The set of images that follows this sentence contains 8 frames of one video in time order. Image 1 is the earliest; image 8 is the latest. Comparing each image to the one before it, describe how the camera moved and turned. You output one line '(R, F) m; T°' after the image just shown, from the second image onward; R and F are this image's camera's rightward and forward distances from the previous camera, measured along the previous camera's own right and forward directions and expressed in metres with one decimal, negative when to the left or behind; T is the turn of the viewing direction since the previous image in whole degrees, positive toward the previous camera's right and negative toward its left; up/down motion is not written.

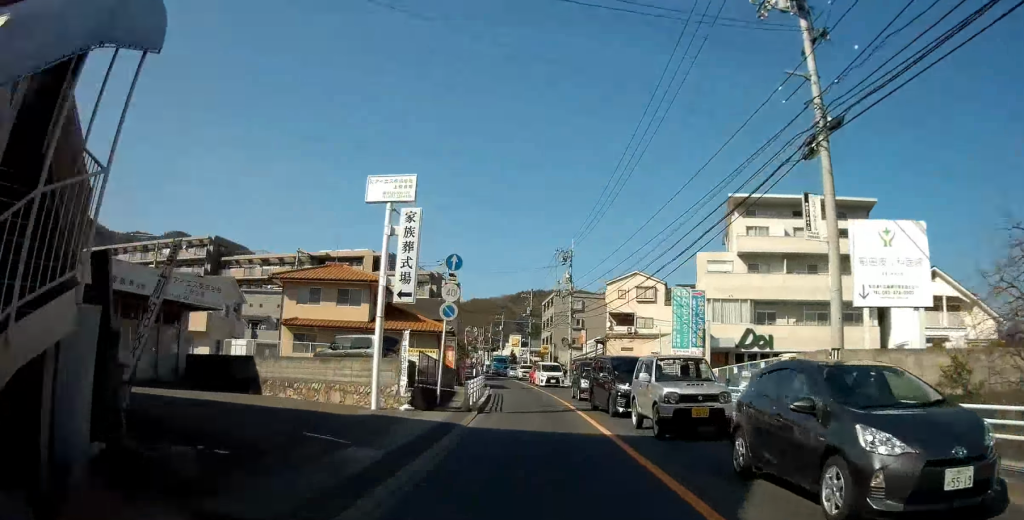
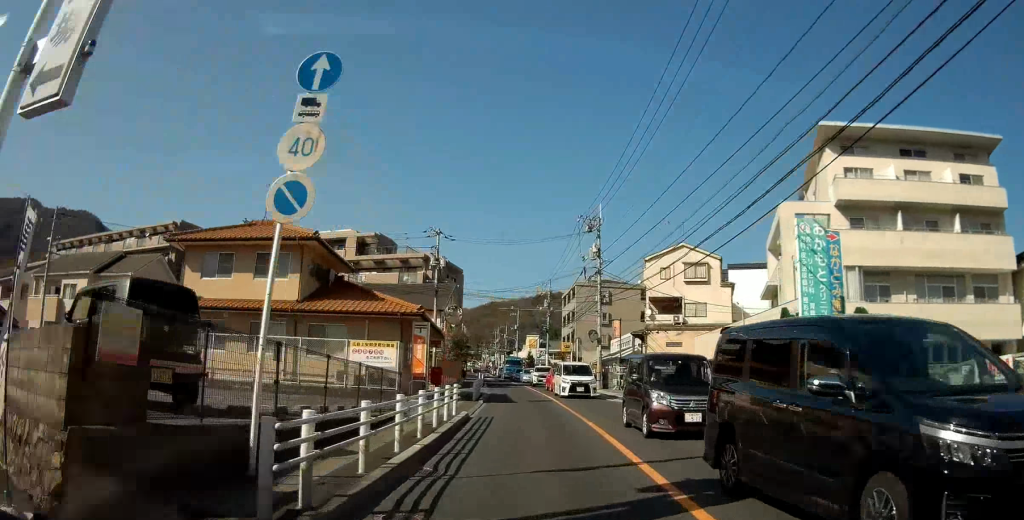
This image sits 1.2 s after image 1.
(0.0, +14.9) m; 0°
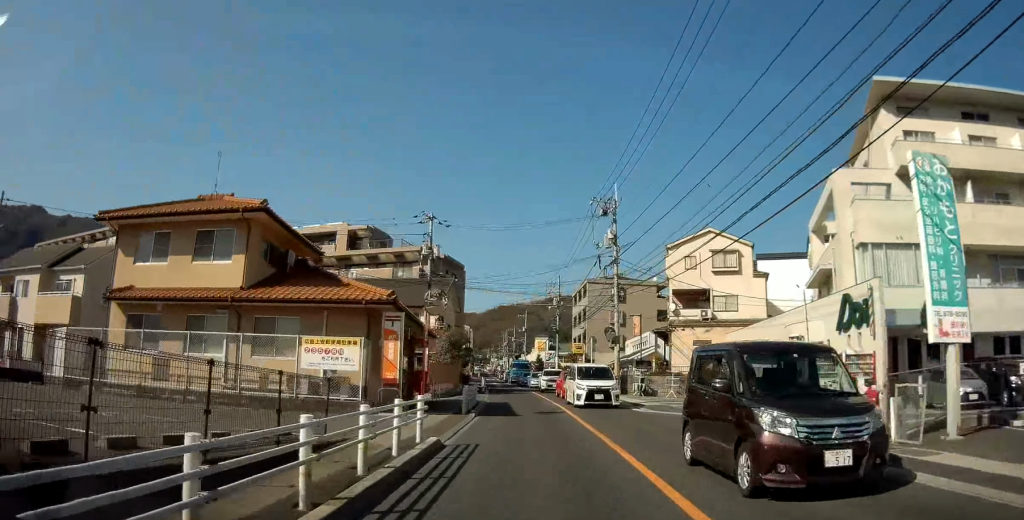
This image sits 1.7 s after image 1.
(0.0, +6.2) m; 0°
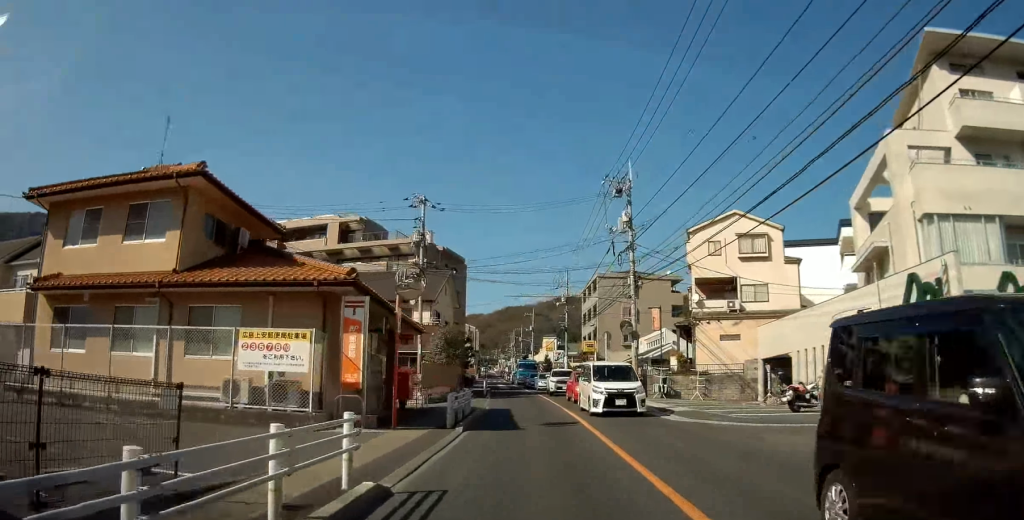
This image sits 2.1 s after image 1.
(0.0, +4.9) m; -1°
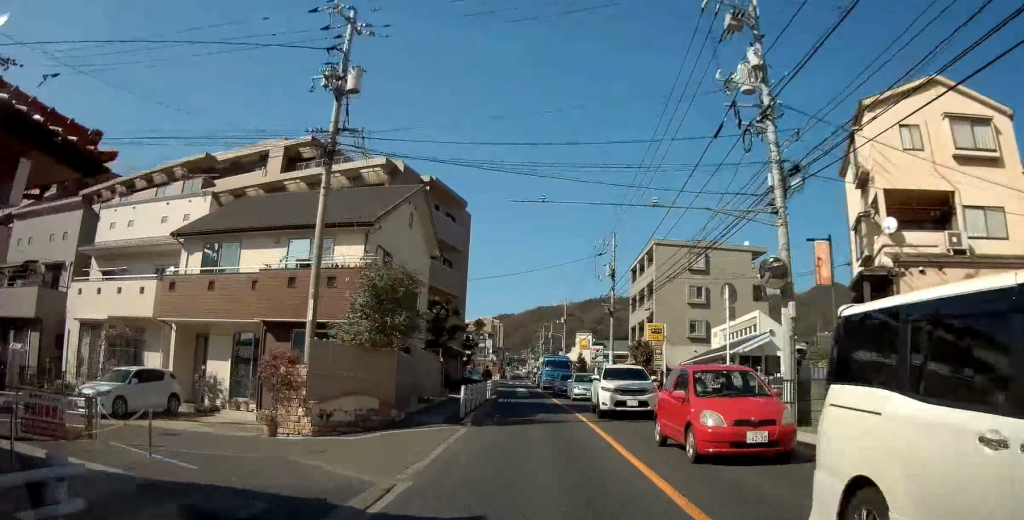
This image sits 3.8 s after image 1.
(-1.1, +20.9) m; -5°
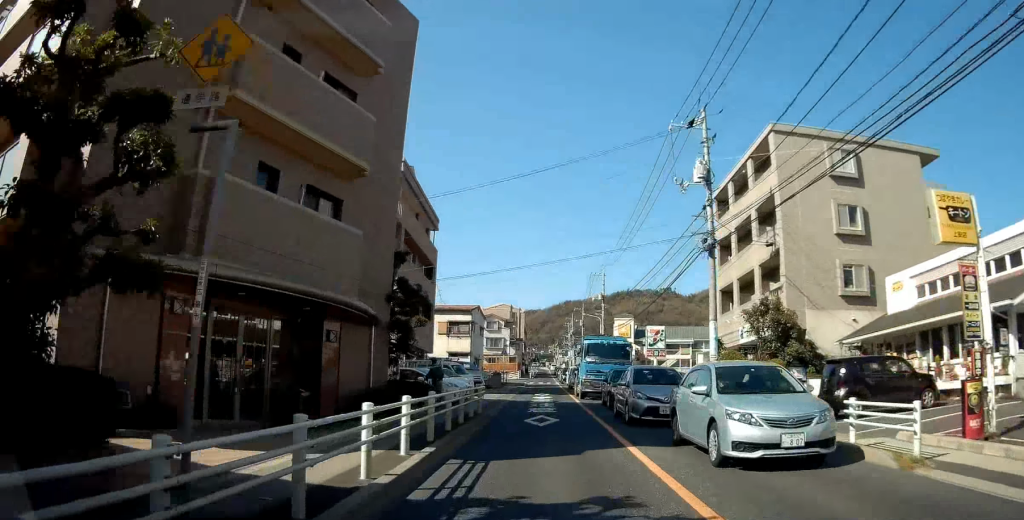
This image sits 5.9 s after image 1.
(+1.6, +25.8) m; +6°
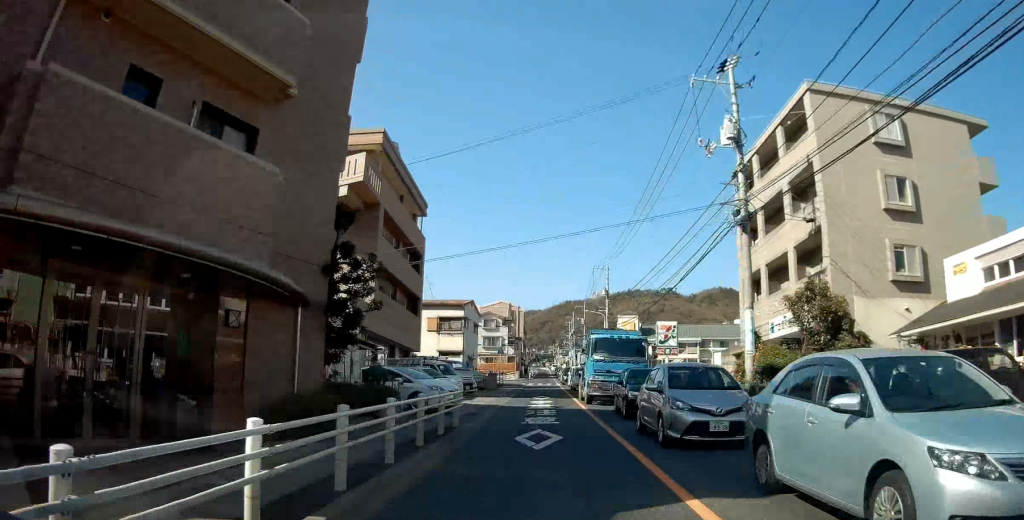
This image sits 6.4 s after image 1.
(+0.1, +4.9) m; -2°
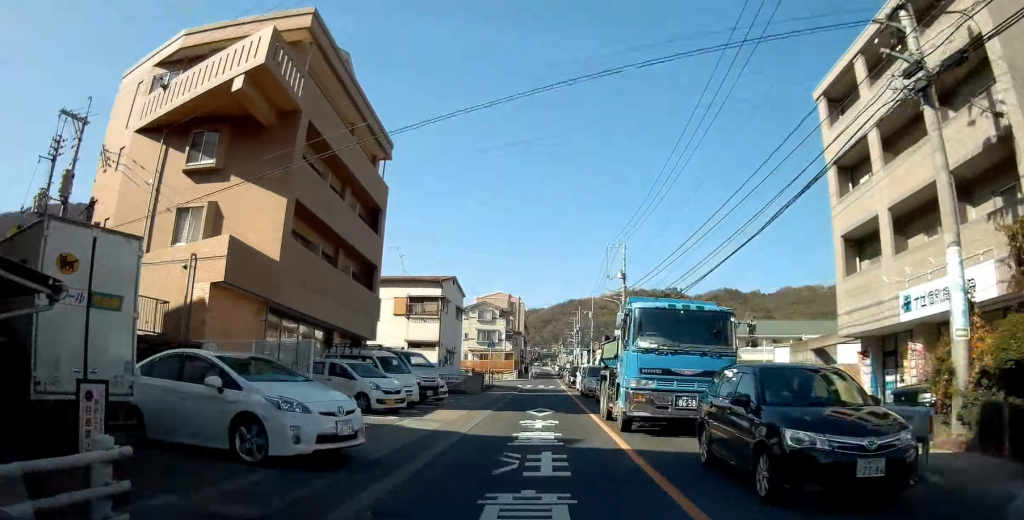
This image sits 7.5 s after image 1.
(-0.6, +12.5) m; -4°
